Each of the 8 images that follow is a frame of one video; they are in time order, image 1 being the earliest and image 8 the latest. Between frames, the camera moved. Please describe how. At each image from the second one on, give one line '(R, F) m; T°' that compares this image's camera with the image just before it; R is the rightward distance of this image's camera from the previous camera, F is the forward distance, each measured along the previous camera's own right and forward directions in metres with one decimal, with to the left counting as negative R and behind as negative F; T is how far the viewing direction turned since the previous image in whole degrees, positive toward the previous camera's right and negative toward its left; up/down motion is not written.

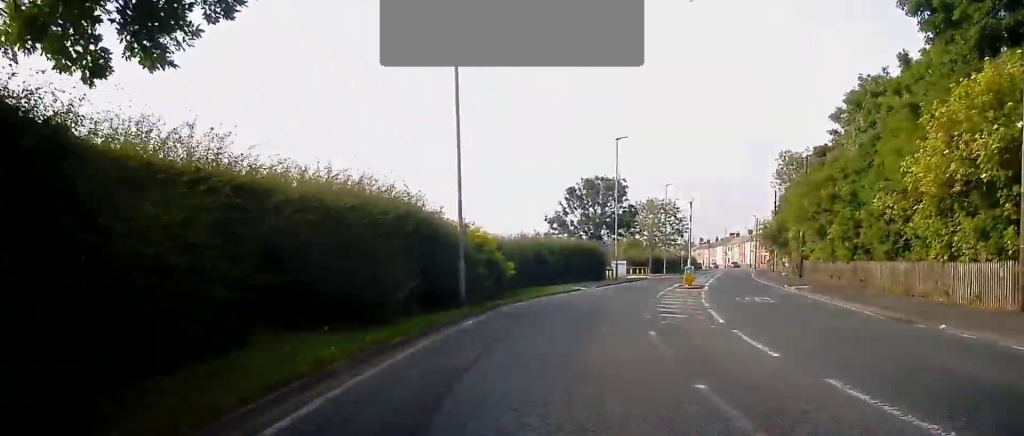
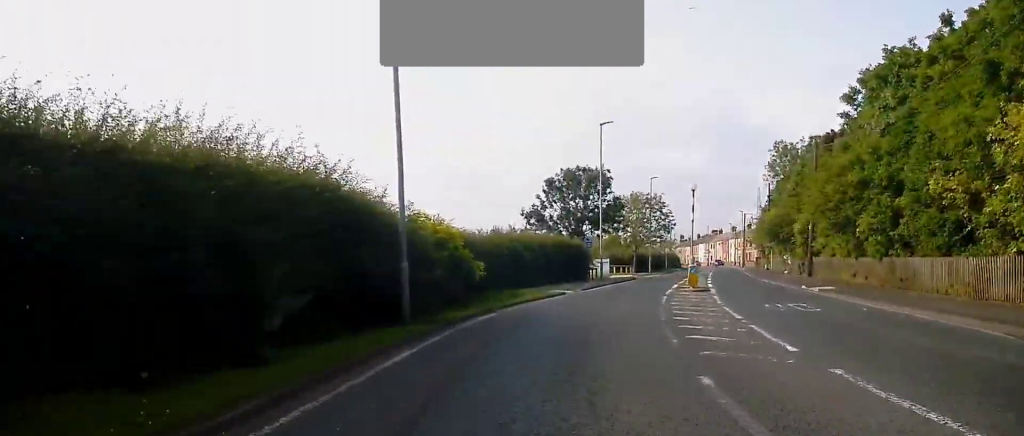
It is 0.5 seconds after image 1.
(0.0, +5.6) m; +1°
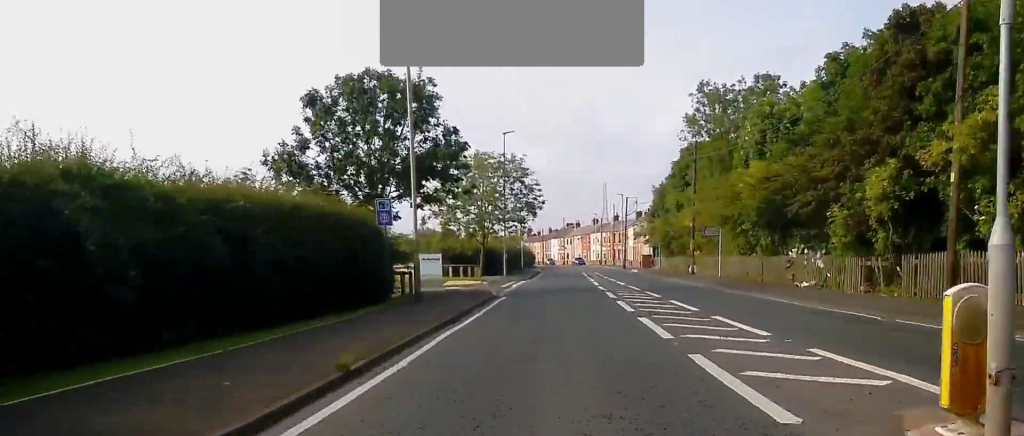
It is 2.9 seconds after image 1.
(+2.7, +28.2) m; +12°
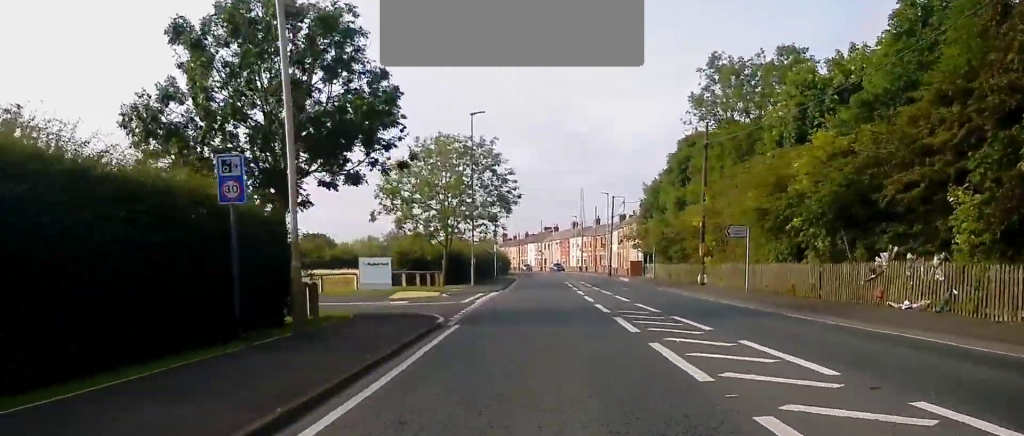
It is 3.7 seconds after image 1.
(+0.2, +9.5) m; +2°
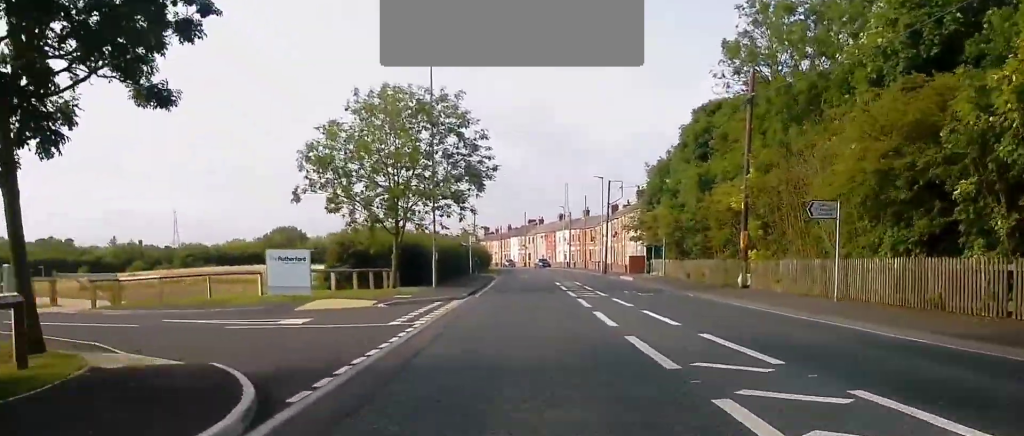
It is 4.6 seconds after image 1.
(+0.1, +10.9) m; +2°
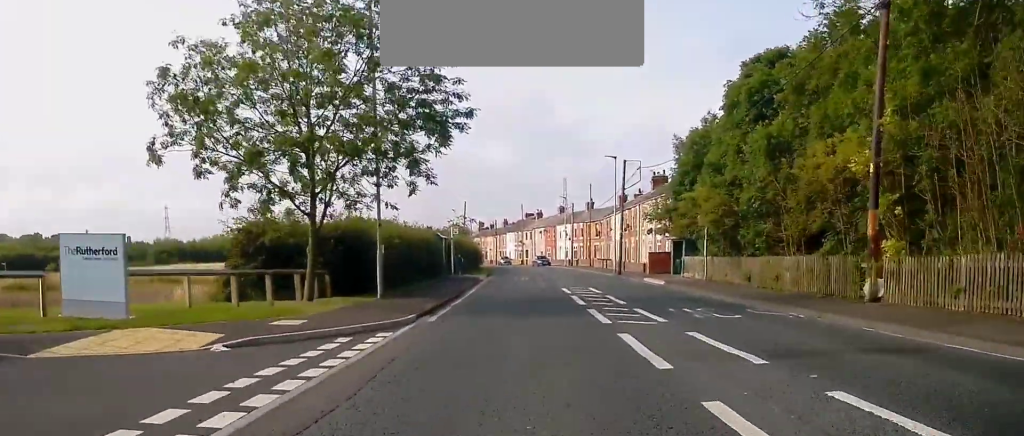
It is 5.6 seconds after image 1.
(+0.2, +11.8) m; +2°
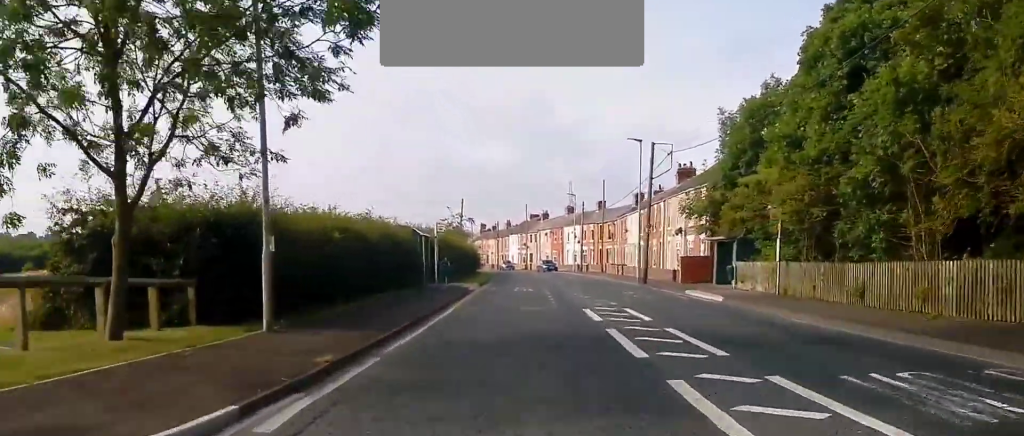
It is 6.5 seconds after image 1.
(+0.1, +10.1) m; 0°
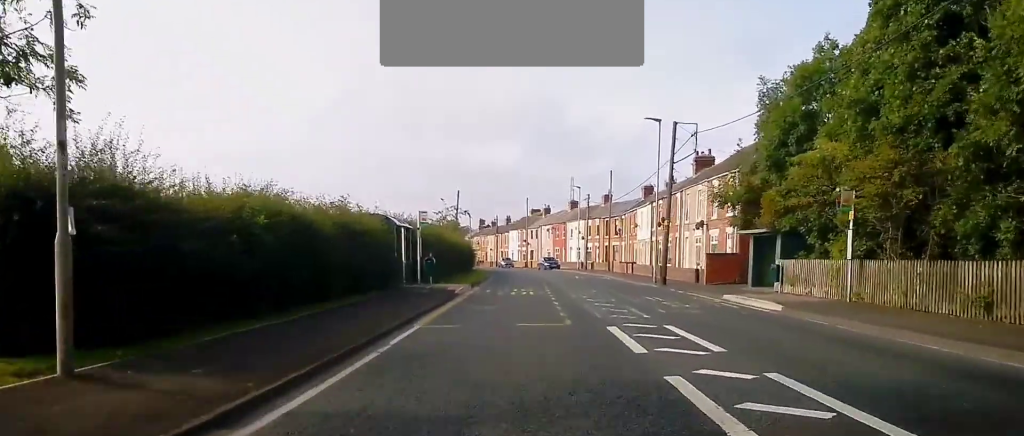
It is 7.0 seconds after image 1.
(+0.1, +5.8) m; -1°
